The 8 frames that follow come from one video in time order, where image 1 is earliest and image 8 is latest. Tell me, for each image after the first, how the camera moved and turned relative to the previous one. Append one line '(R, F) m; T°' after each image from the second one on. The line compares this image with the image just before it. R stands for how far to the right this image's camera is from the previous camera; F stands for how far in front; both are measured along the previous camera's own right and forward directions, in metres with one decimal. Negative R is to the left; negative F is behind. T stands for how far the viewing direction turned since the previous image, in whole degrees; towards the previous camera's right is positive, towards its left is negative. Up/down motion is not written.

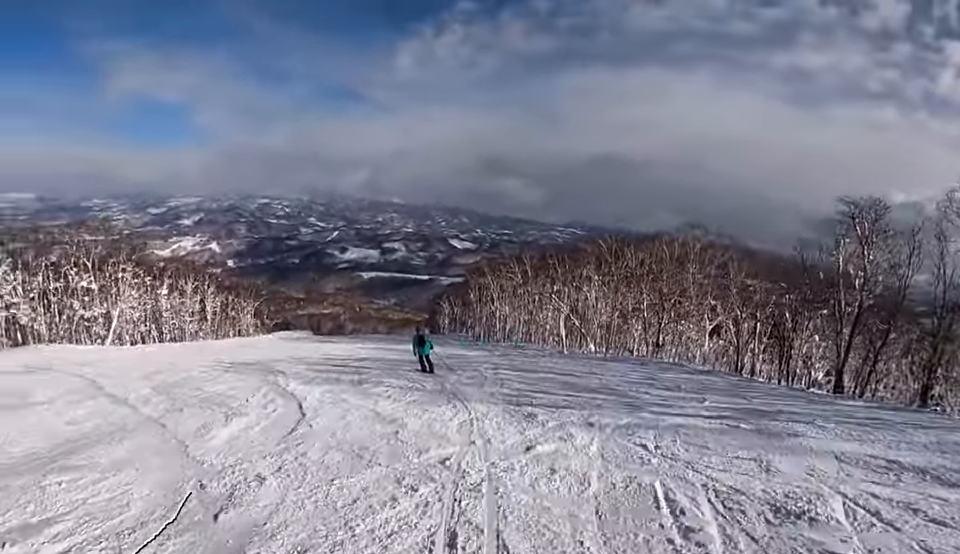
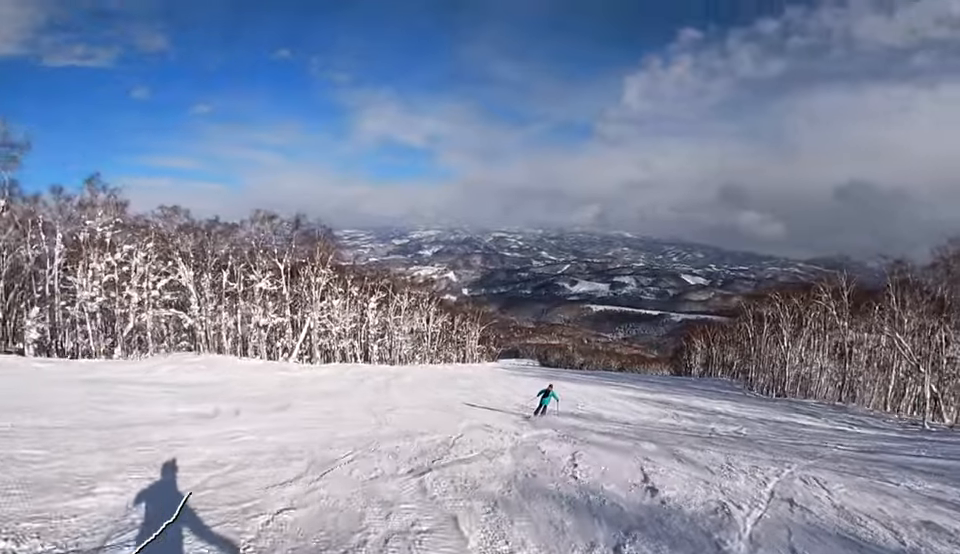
(-3.6, +20.0) m; -8°
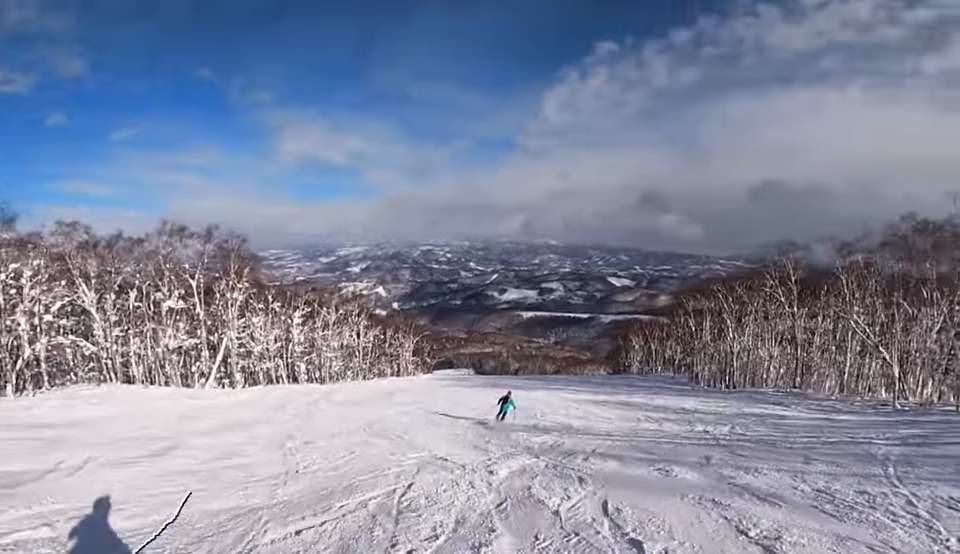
(+0.2, +4.0) m; +5°
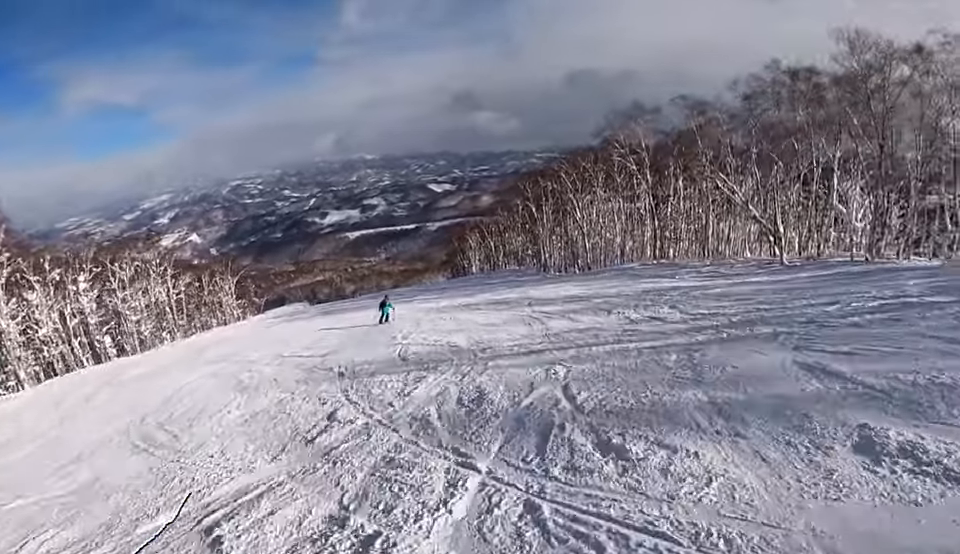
(+0.2, +7.0) m; +3°
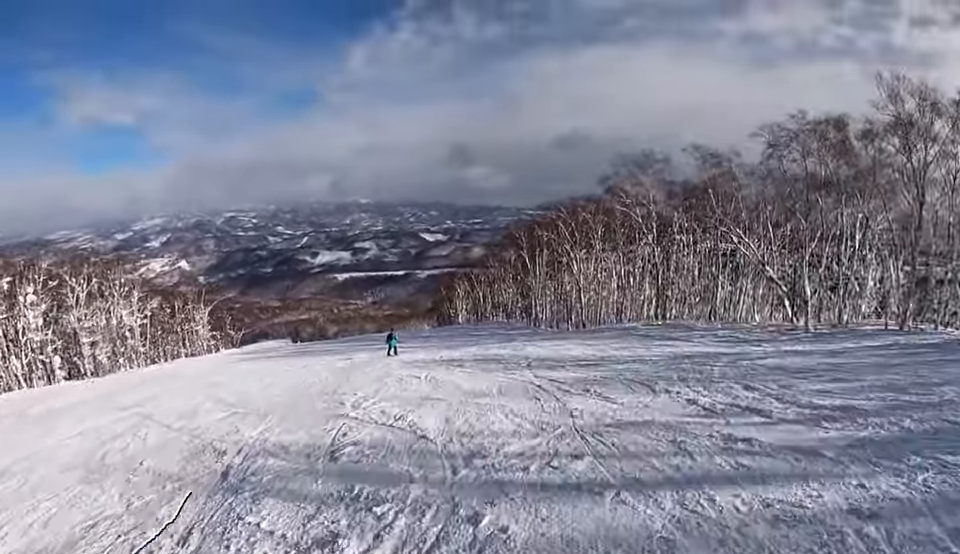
(+0.1, +5.2) m; -2°
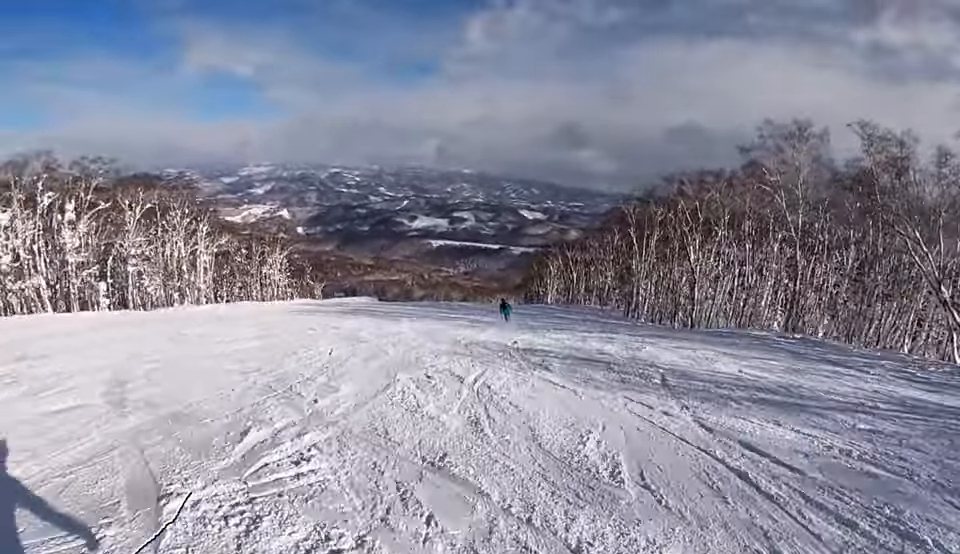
(0.0, +7.9) m; -6°
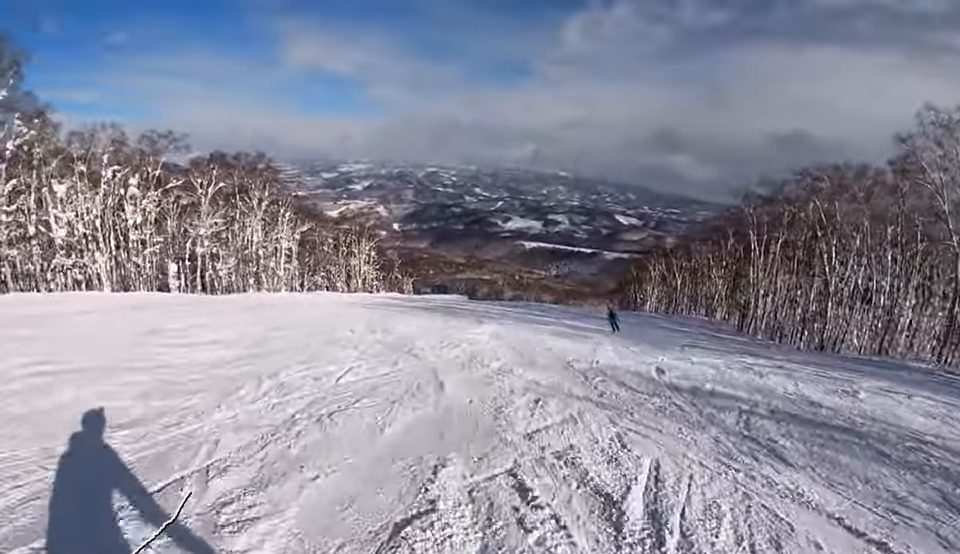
(-0.4, +5.8) m; -6°
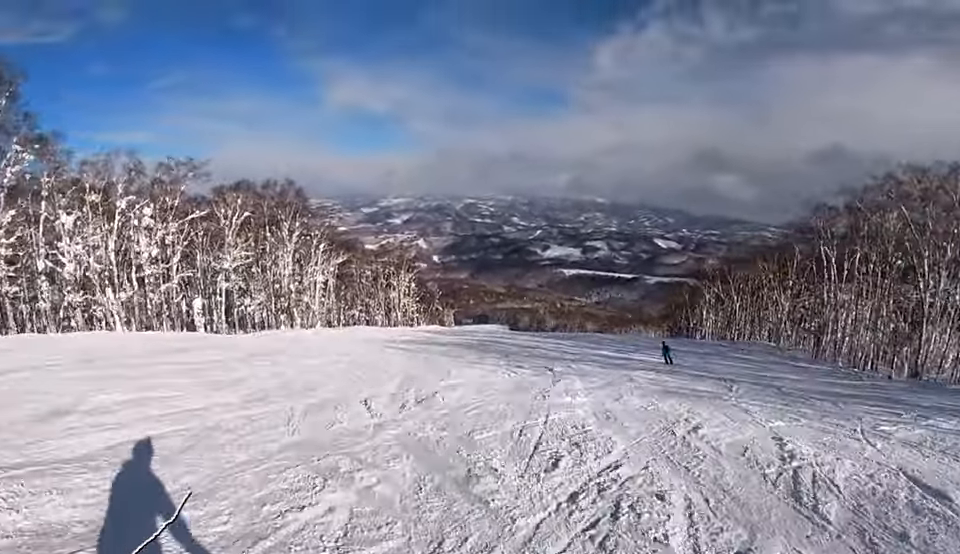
(-0.3, +5.2) m; +1°
